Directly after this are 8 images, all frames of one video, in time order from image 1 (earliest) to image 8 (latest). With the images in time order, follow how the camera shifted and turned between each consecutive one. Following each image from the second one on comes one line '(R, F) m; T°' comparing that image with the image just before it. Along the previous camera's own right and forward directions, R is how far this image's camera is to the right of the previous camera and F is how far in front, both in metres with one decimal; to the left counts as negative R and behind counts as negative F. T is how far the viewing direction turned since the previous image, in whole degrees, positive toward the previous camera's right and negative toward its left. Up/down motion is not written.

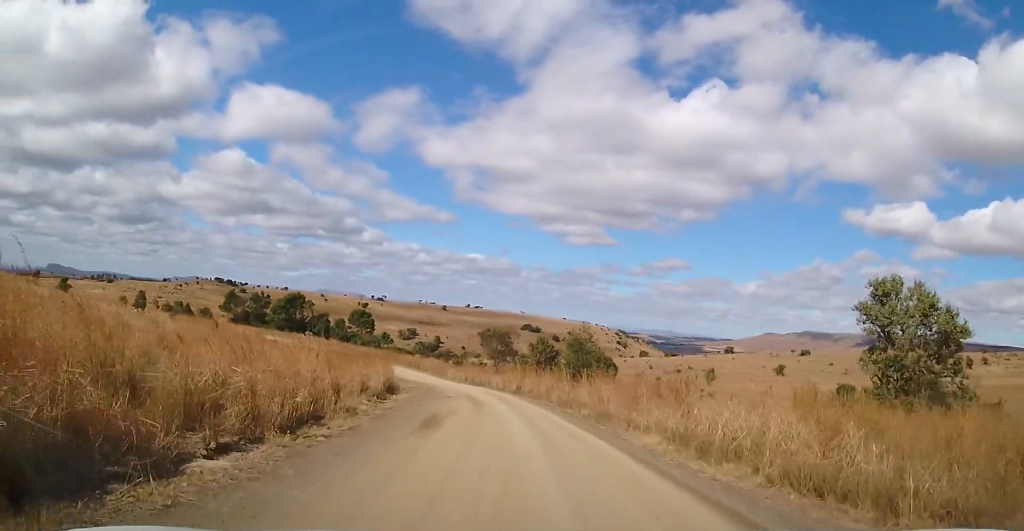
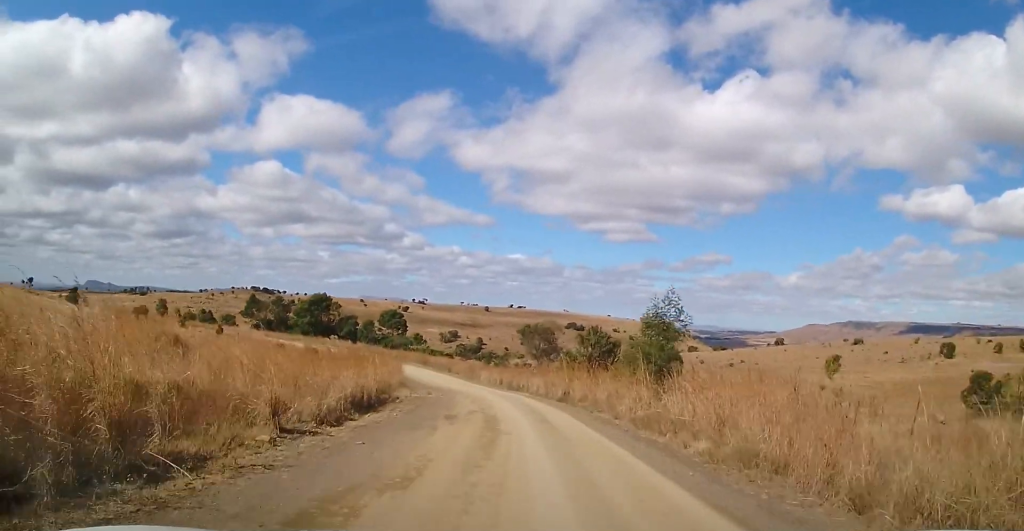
(-0.4, +10.5) m; -5°
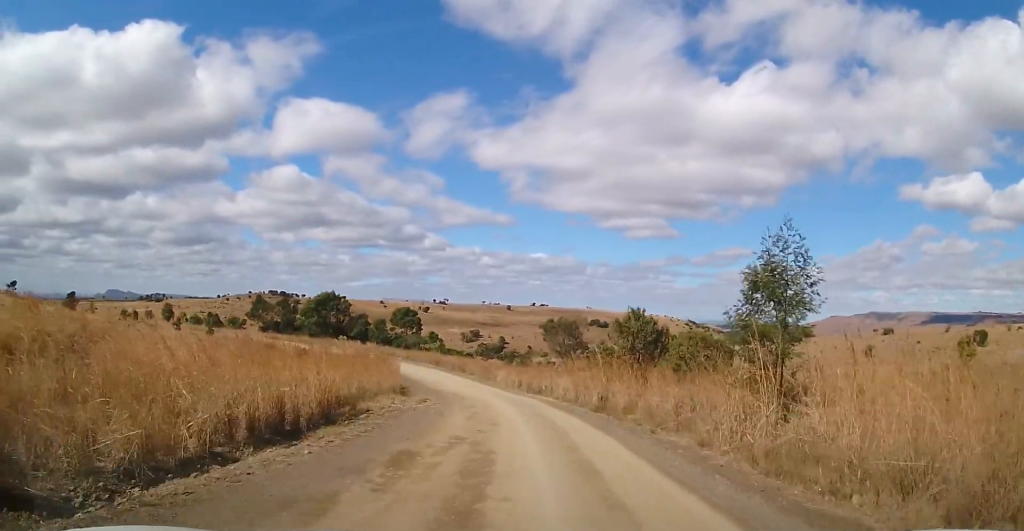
(-0.3, +8.1) m; -3°
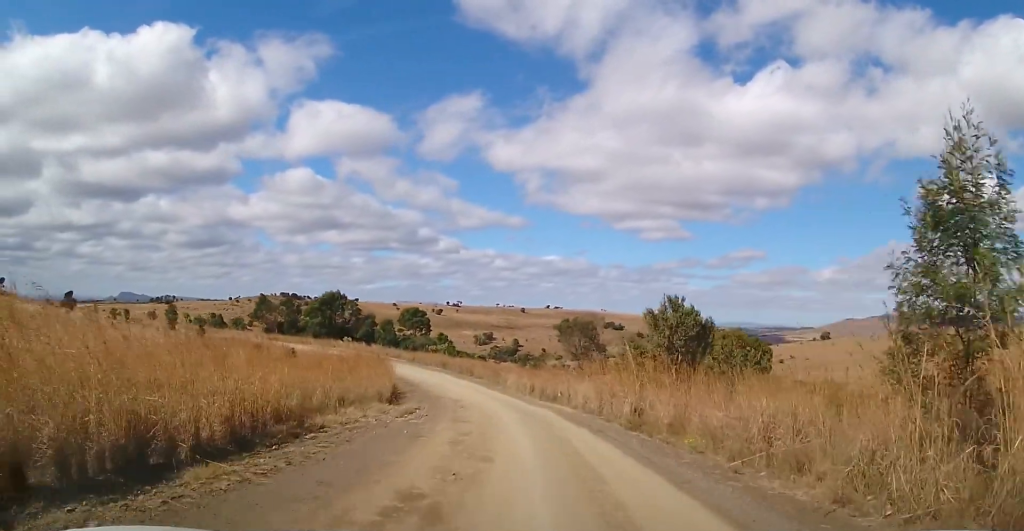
(-0.2, +5.4) m; -2°
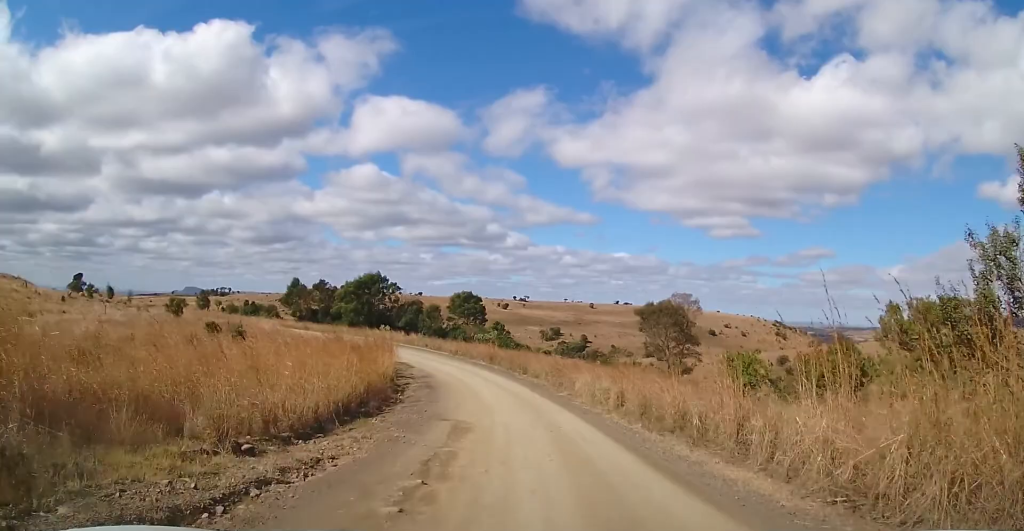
(-0.6, +17.9) m; -4°
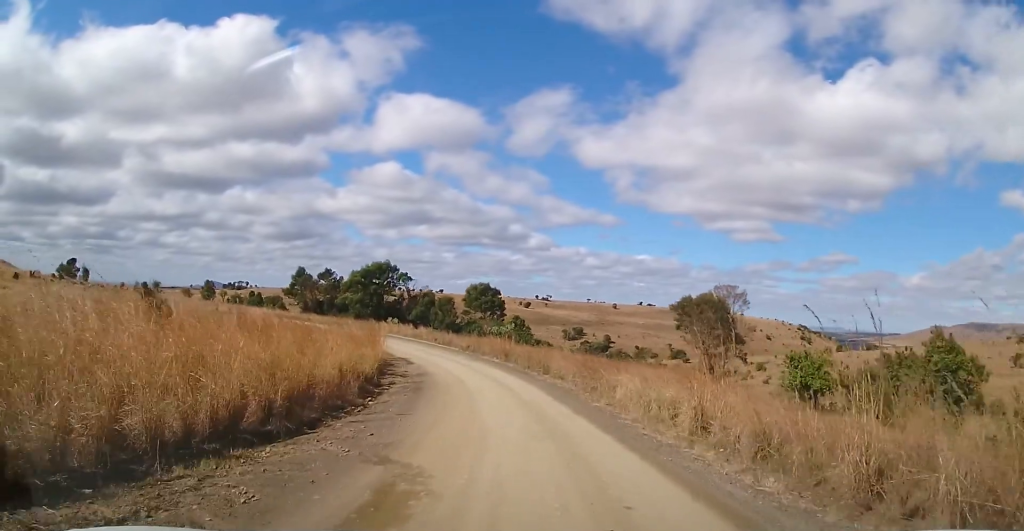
(-0.2, +8.6) m; -2°
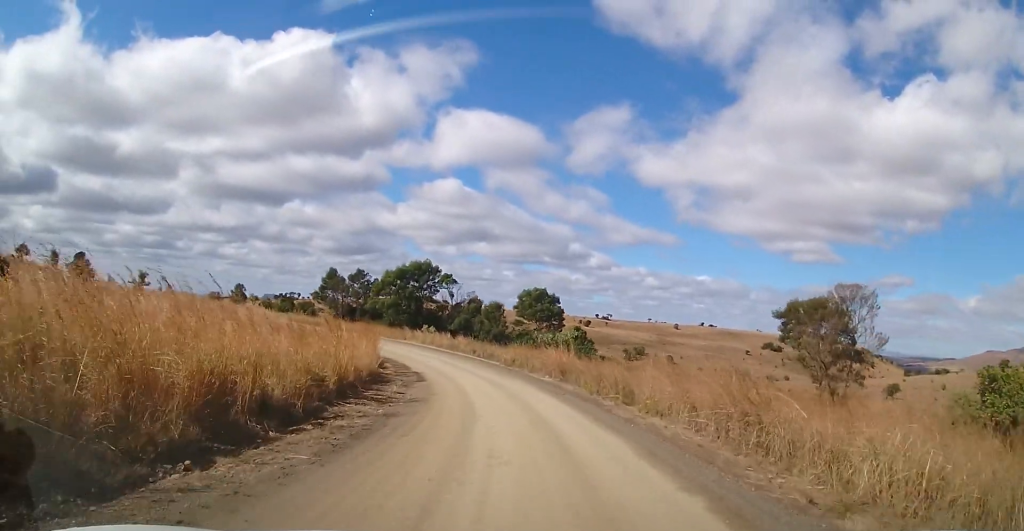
(-0.3, +14.4) m; -8°
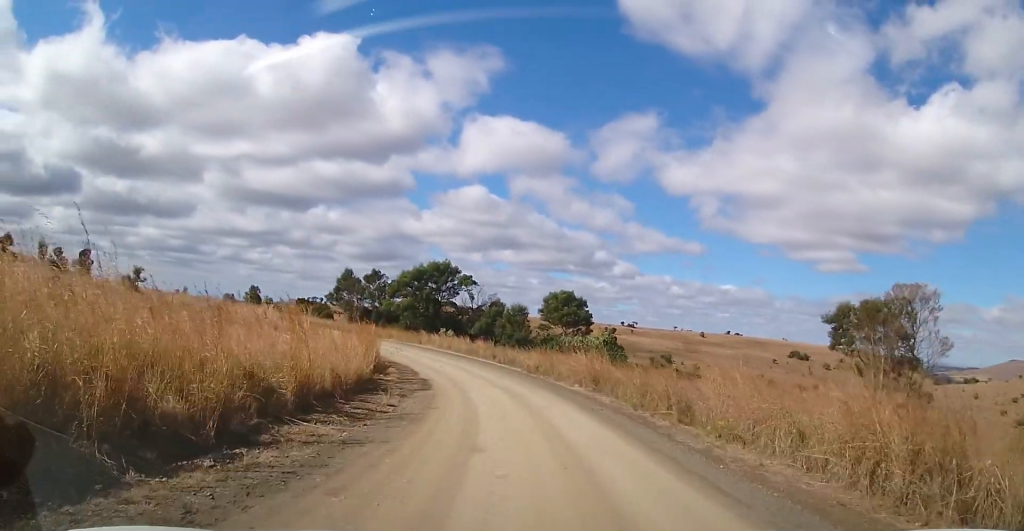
(-0.3, +5.3) m; -4°
